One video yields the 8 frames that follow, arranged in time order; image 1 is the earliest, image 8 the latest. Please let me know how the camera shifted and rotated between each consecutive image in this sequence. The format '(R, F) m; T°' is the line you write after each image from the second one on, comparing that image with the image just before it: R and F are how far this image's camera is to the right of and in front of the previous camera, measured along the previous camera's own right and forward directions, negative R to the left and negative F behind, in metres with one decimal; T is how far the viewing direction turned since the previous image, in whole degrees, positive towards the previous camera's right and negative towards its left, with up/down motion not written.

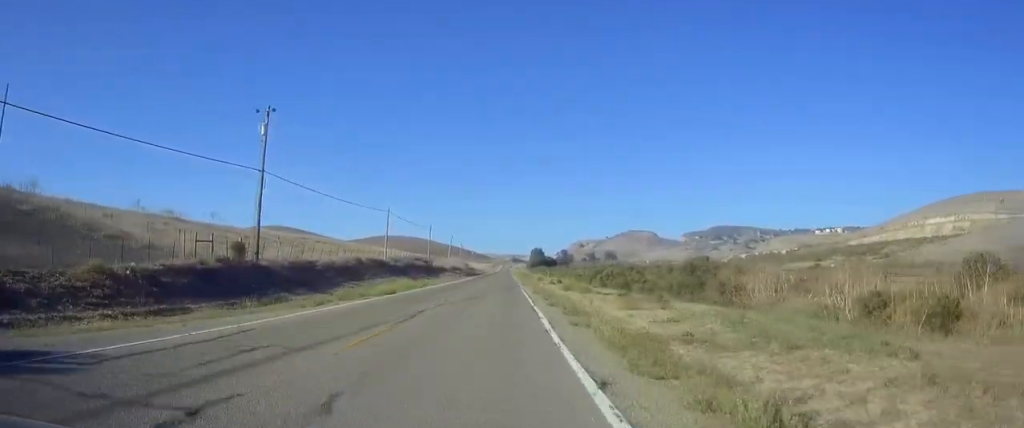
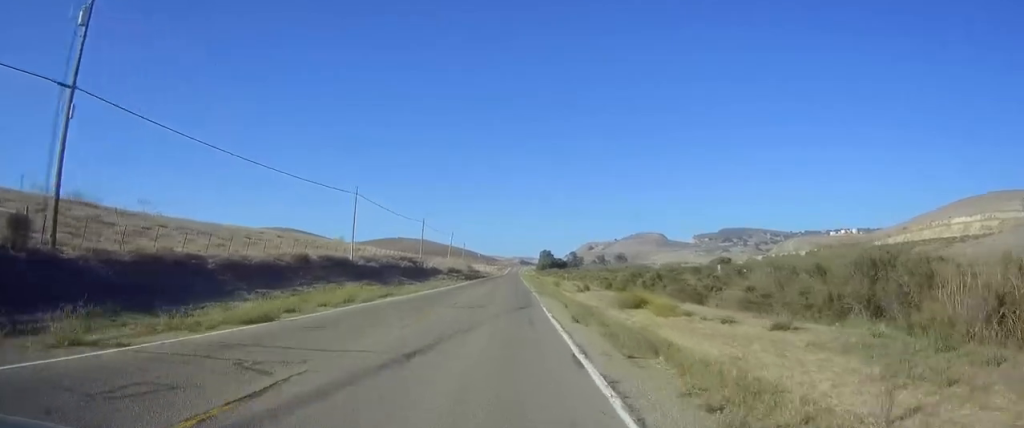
(0.0, +23.0) m; 0°
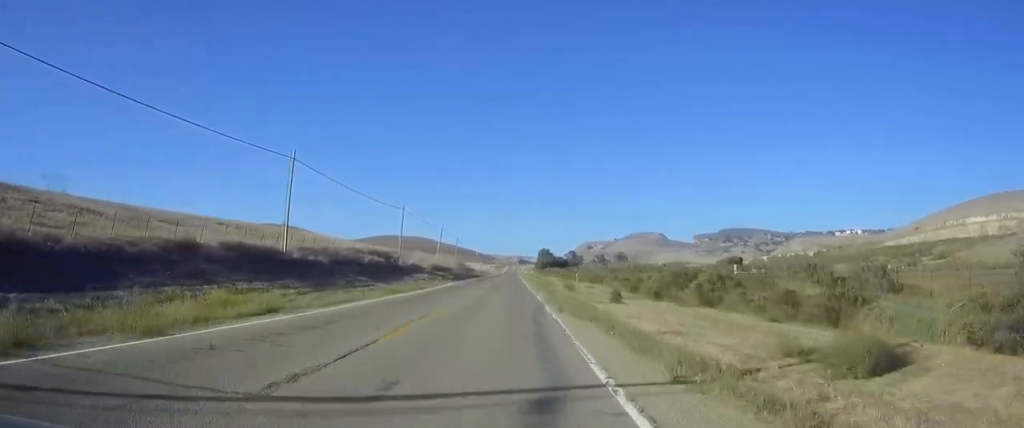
(+0.1, +19.5) m; 0°
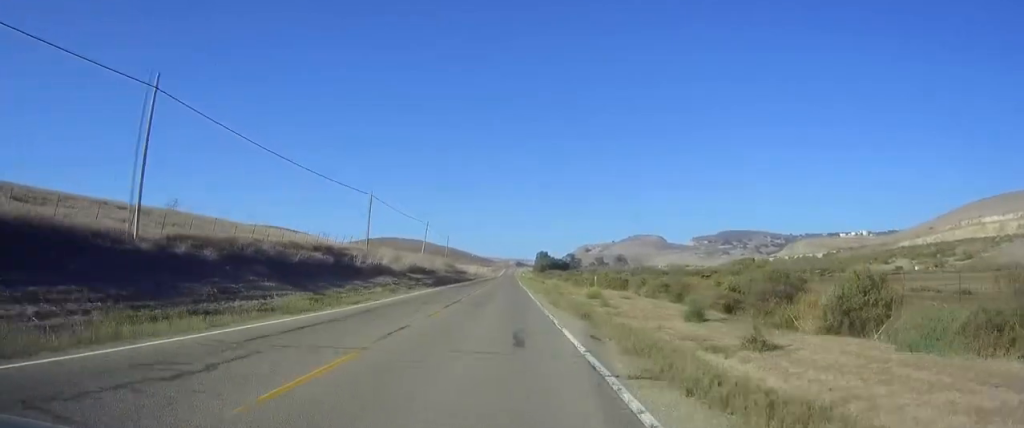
(0.0, +20.1) m; +1°
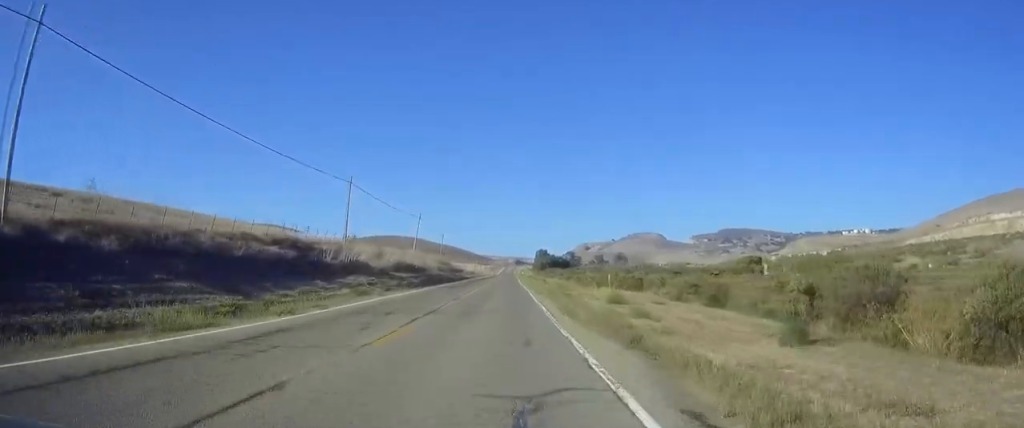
(+0.1, +9.4) m; 0°
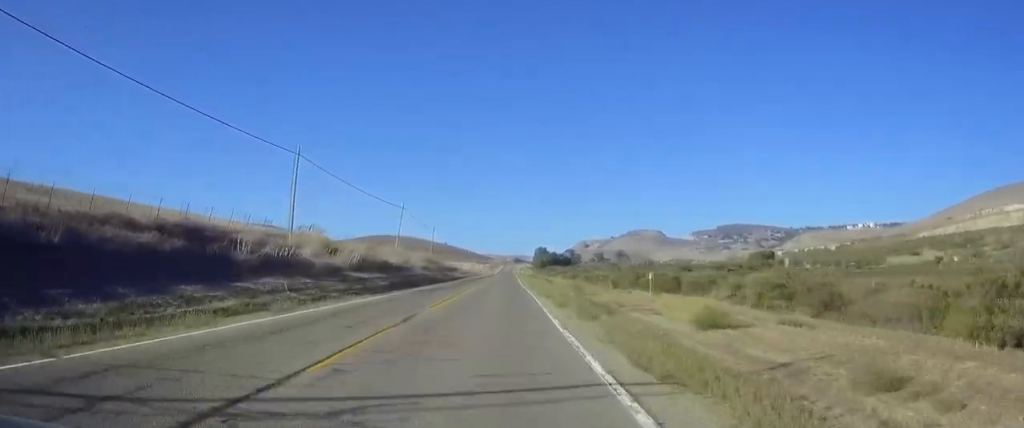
(+0.2, +15.9) m; 0°
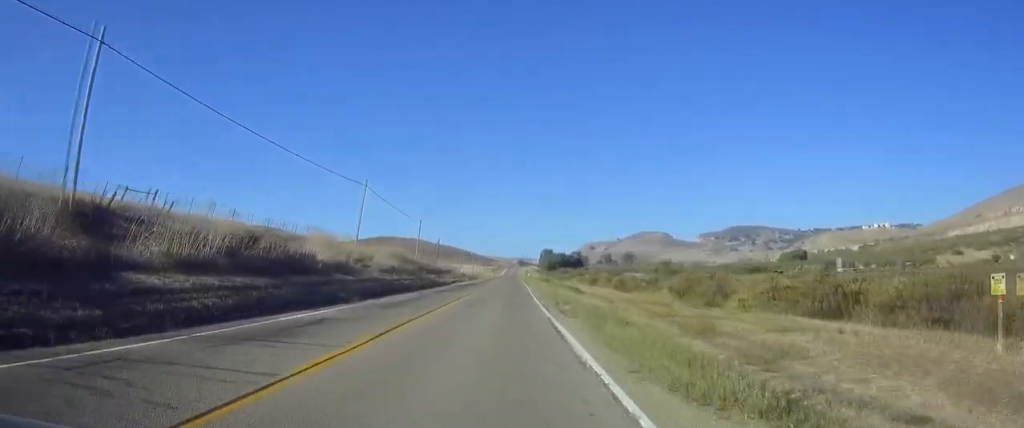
(-0.4, +27.8) m; -1°
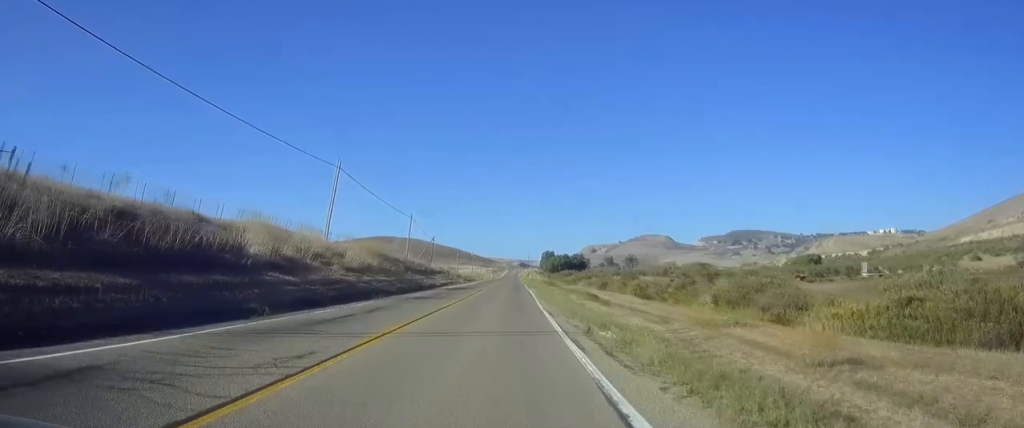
(0.0, +11.8) m; 0°
